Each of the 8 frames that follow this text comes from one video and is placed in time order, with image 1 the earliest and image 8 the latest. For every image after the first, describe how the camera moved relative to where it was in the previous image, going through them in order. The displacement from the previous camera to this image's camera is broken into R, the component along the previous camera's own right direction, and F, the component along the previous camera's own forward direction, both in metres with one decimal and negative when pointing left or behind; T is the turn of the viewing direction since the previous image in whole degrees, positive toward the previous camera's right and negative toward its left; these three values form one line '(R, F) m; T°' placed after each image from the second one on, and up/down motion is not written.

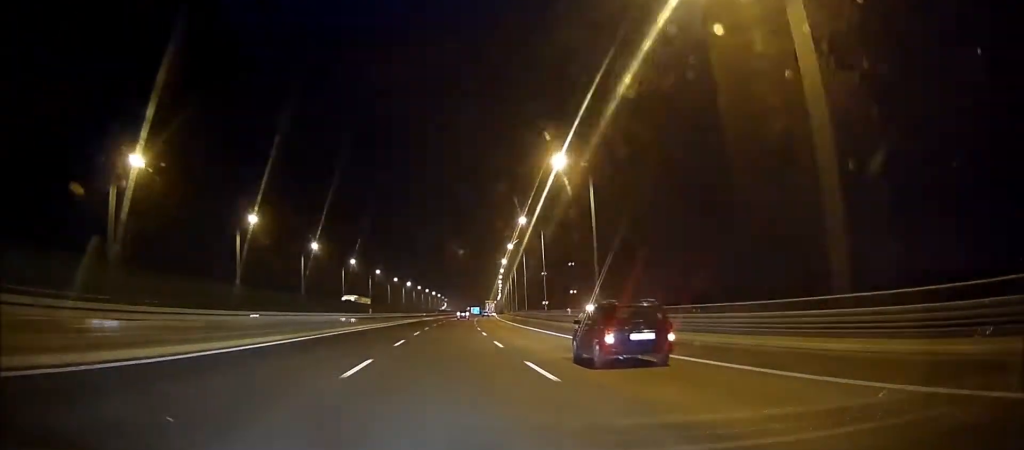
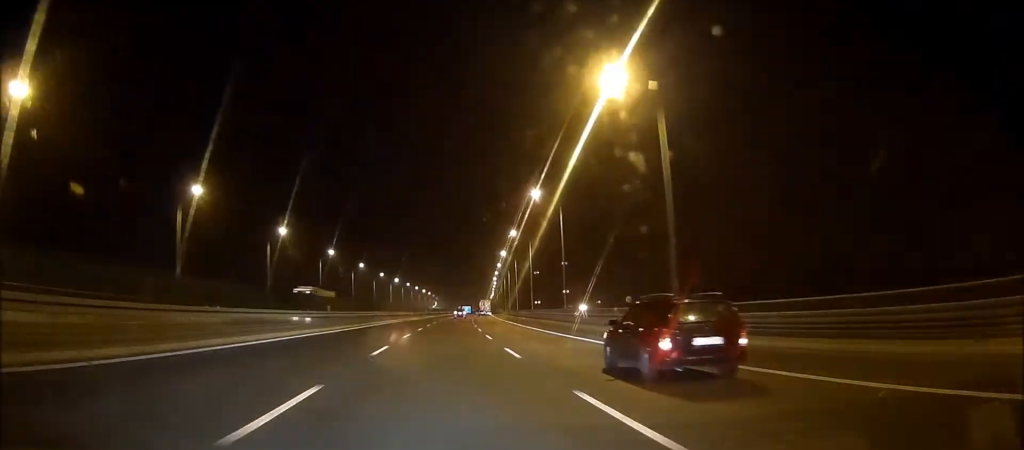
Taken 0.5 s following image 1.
(+0.1, +18.7) m; +1°
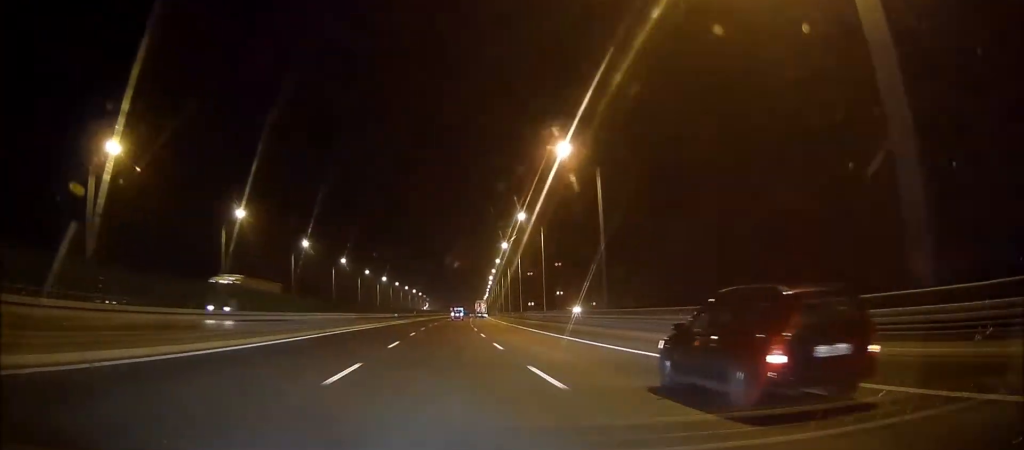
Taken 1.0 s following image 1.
(+0.1, +18.7) m; 0°
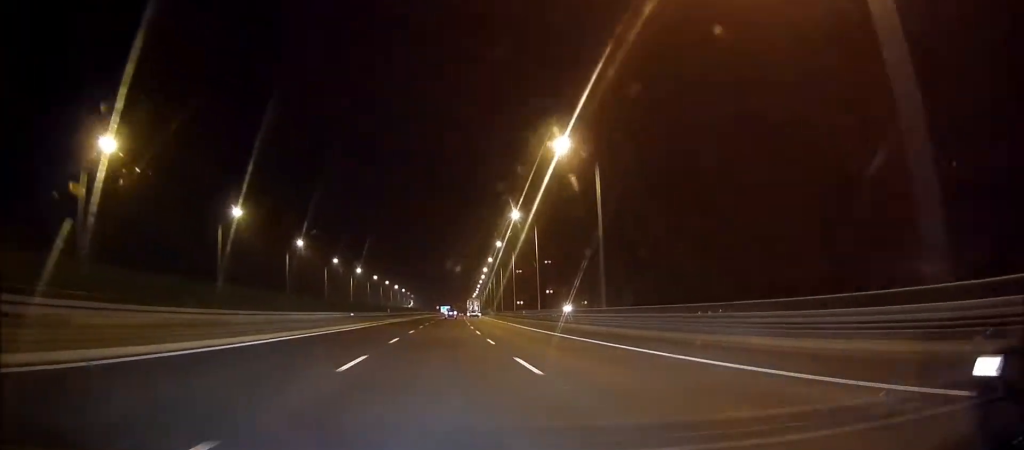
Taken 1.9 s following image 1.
(+0.2, +33.7) m; +1°
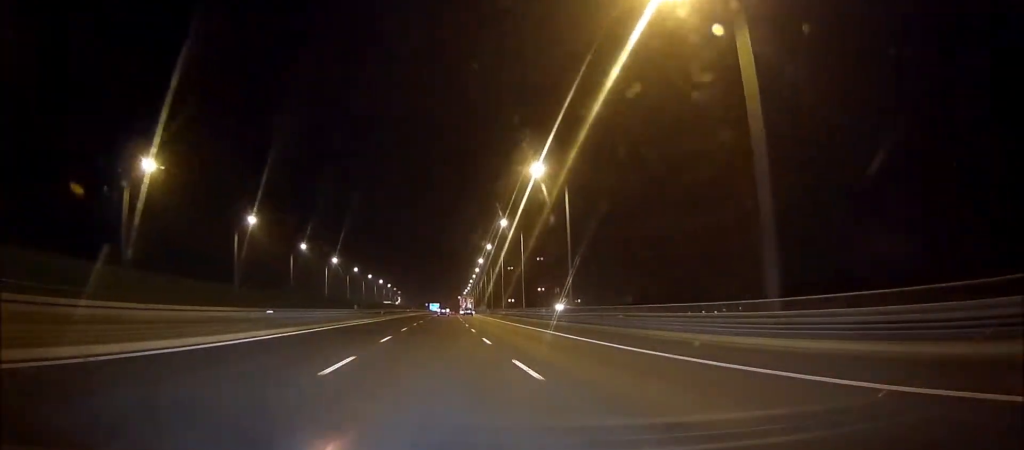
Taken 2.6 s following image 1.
(0.0, +24.9) m; 0°
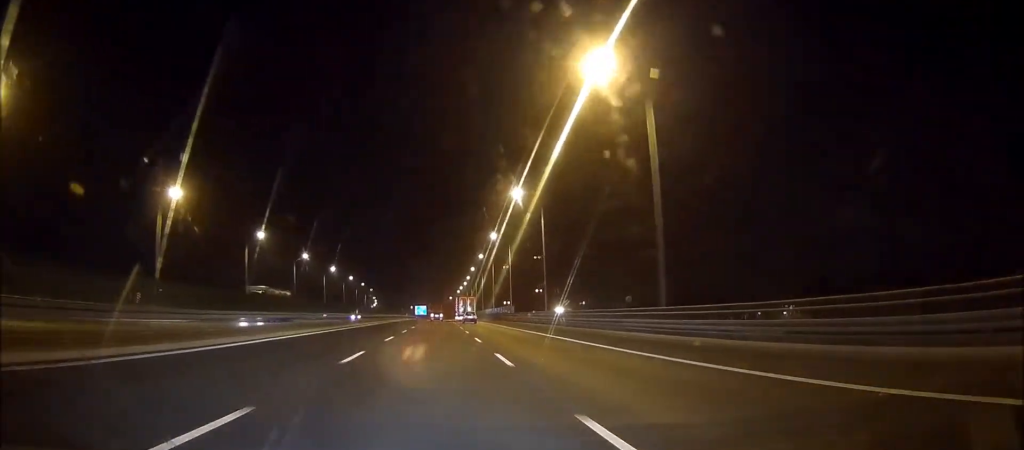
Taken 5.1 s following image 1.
(+0.2, +95.3) m; 0°
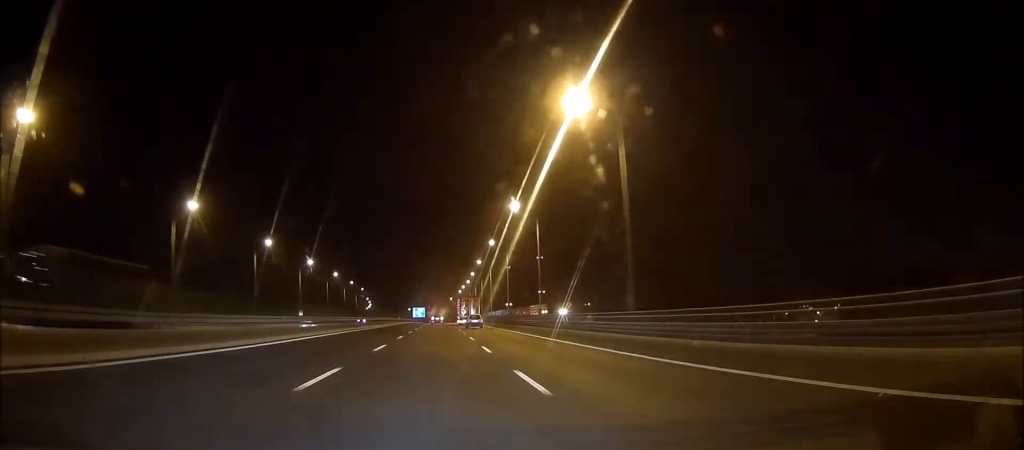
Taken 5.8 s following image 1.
(0.0, +29.9) m; 0°
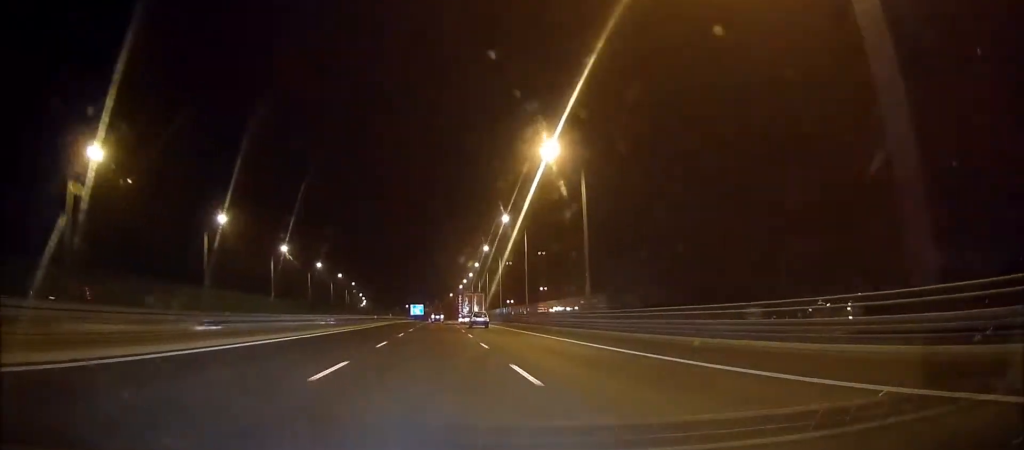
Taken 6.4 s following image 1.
(0.0, +23.6) m; 0°
